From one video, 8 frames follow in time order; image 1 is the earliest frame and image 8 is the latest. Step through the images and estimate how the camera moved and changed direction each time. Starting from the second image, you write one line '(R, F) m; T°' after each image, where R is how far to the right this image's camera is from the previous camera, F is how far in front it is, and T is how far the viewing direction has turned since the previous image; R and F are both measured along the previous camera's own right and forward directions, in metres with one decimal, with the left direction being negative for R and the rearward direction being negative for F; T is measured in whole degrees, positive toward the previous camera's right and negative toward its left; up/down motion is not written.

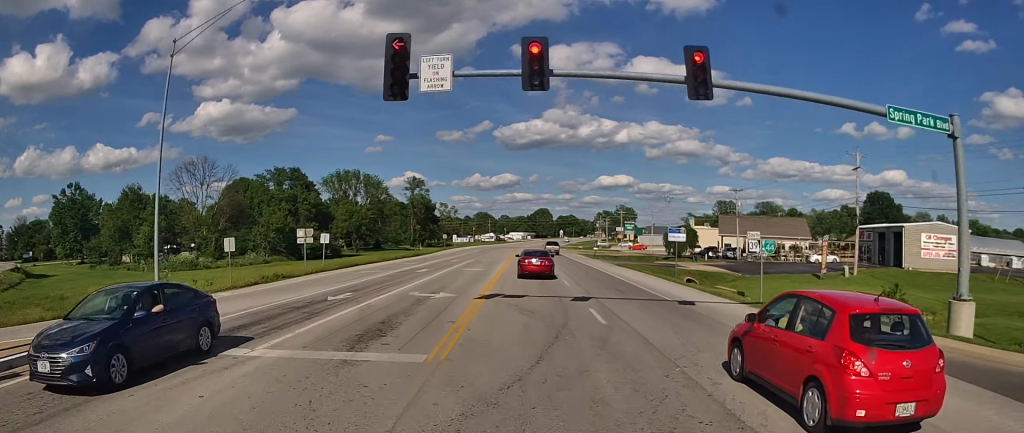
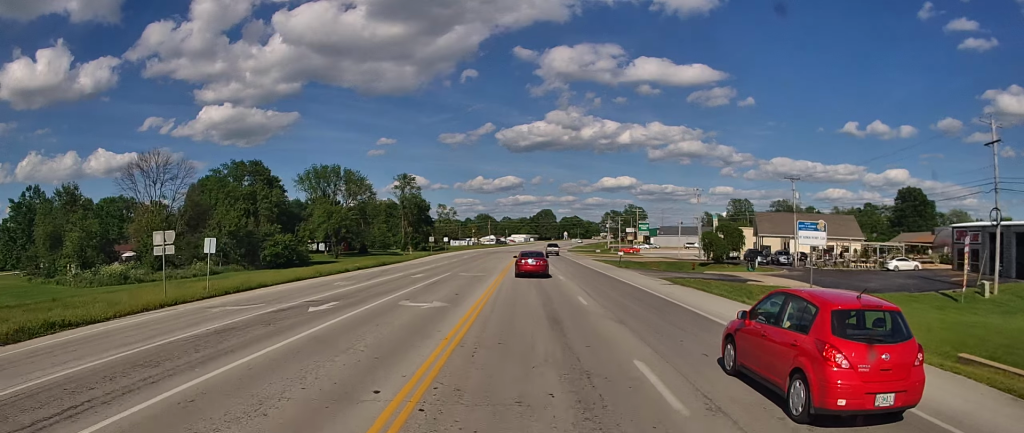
(-0.1, +16.3) m; -1°
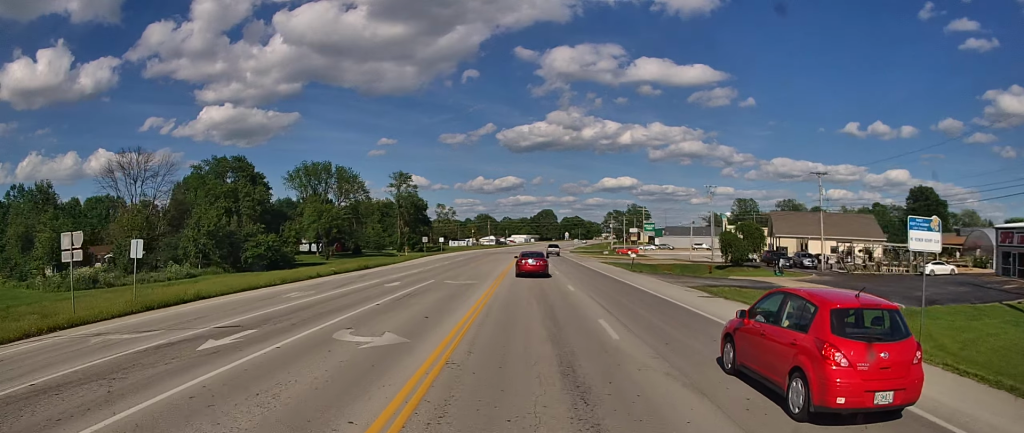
(-0.1, +5.9) m; 0°
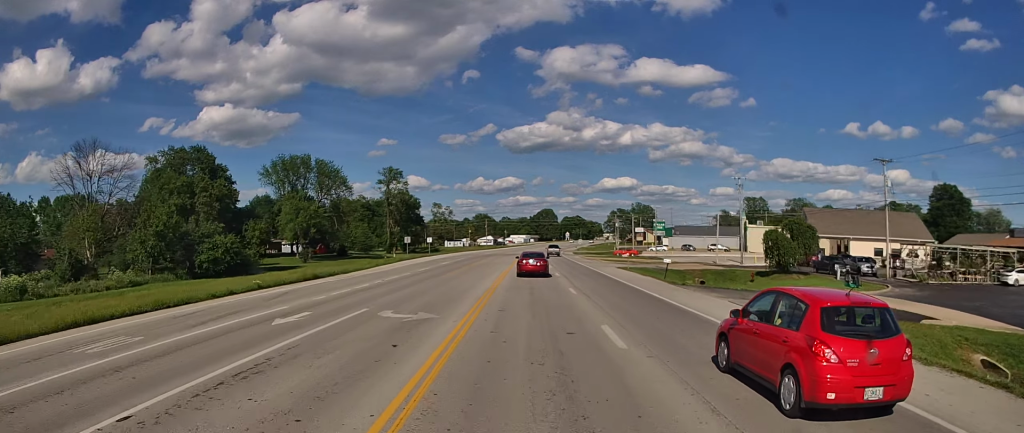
(+0.1, +12.2) m; -1°
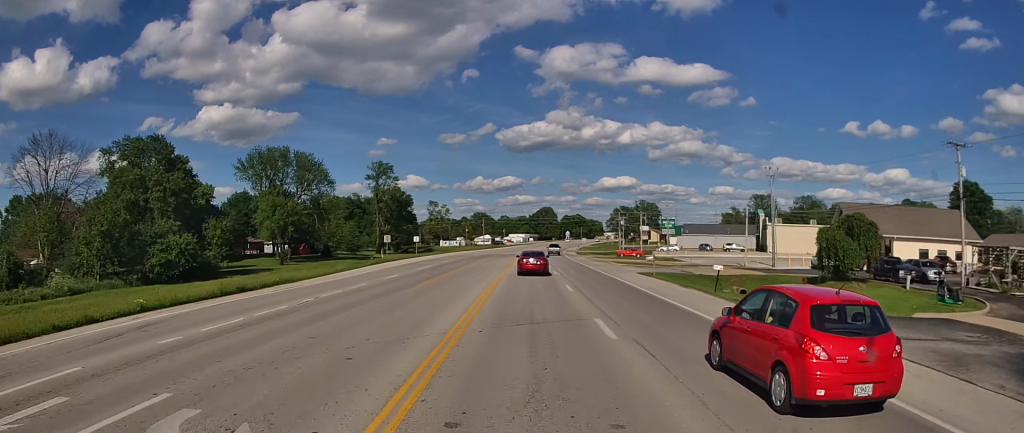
(-0.4, +10.5) m; 0°
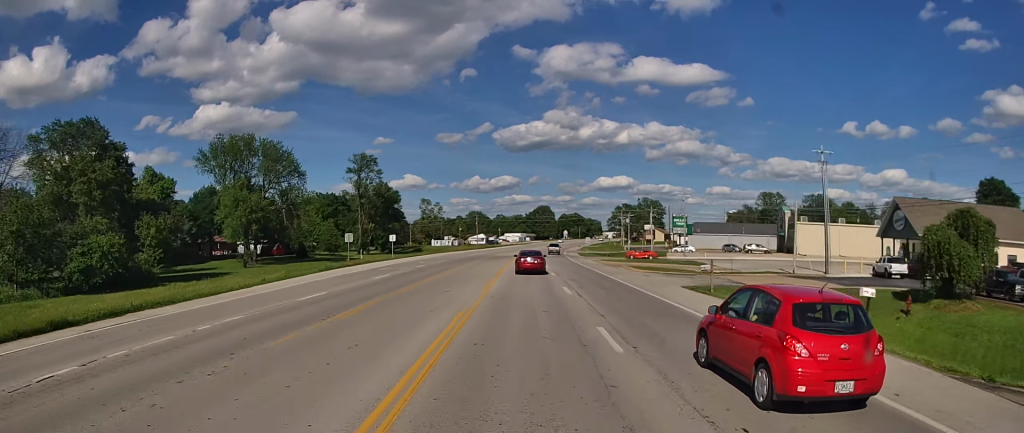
(+0.5, +13.1) m; +2°
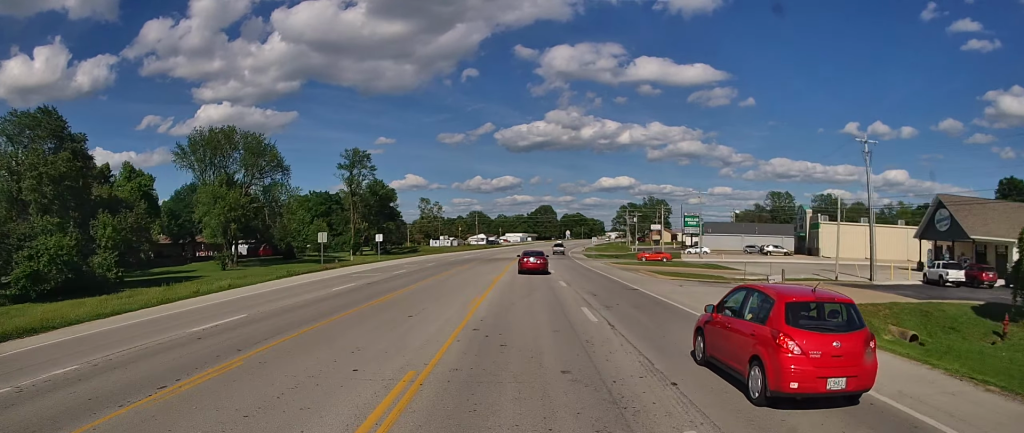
(0.0, +7.5) m; -1°
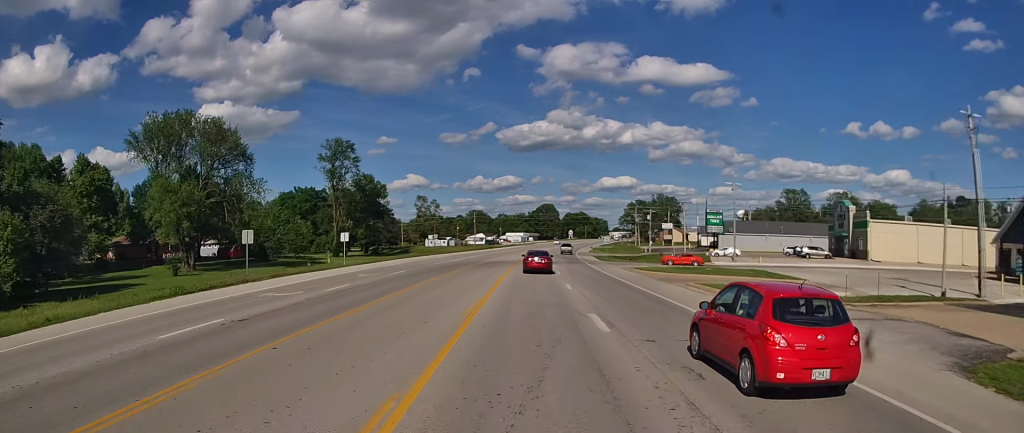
(-0.2, +13.2) m; 0°
